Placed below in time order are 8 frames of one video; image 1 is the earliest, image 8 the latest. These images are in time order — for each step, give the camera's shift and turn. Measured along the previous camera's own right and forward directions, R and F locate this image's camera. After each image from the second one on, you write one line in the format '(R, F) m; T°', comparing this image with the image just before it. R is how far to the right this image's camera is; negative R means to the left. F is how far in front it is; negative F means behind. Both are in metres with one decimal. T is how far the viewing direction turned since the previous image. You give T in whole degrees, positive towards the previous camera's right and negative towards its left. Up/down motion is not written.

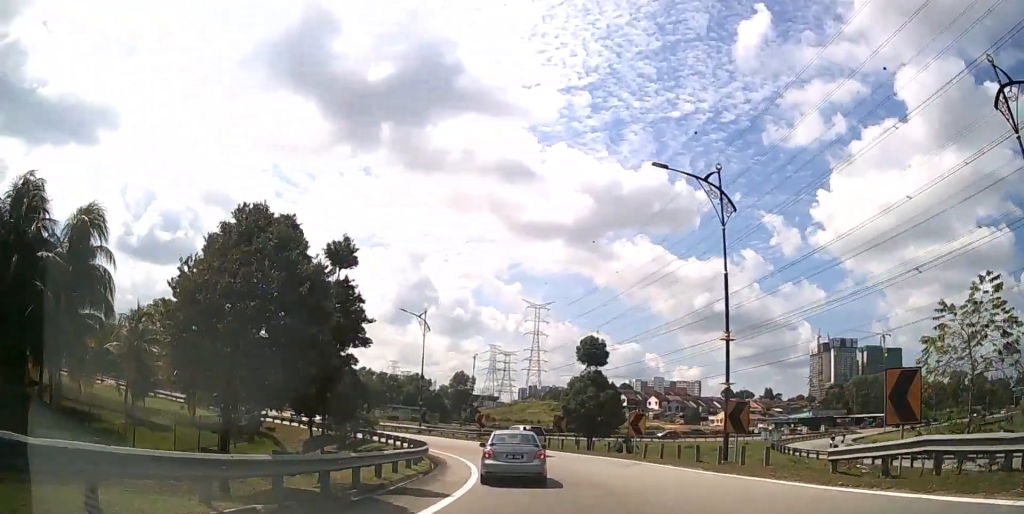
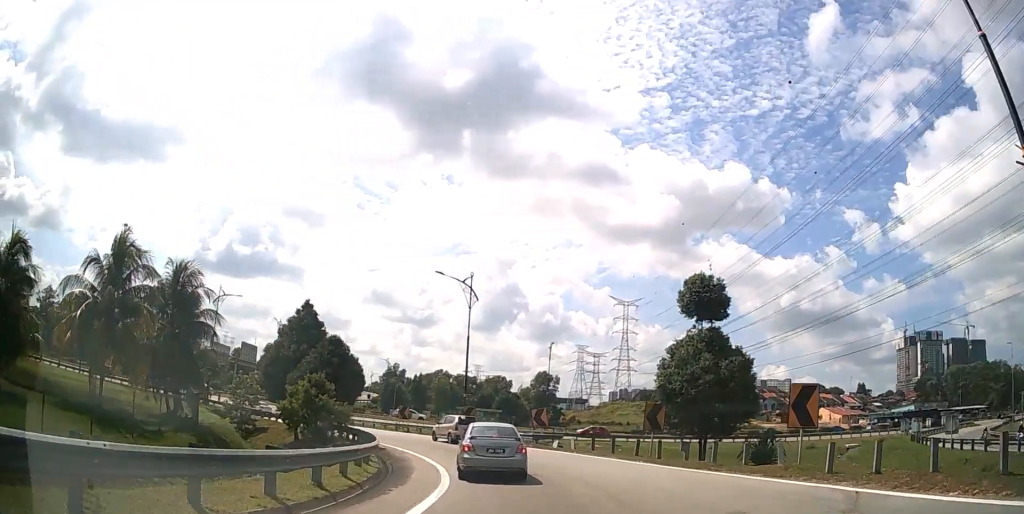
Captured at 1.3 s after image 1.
(-1.3, +15.4) m; -10°
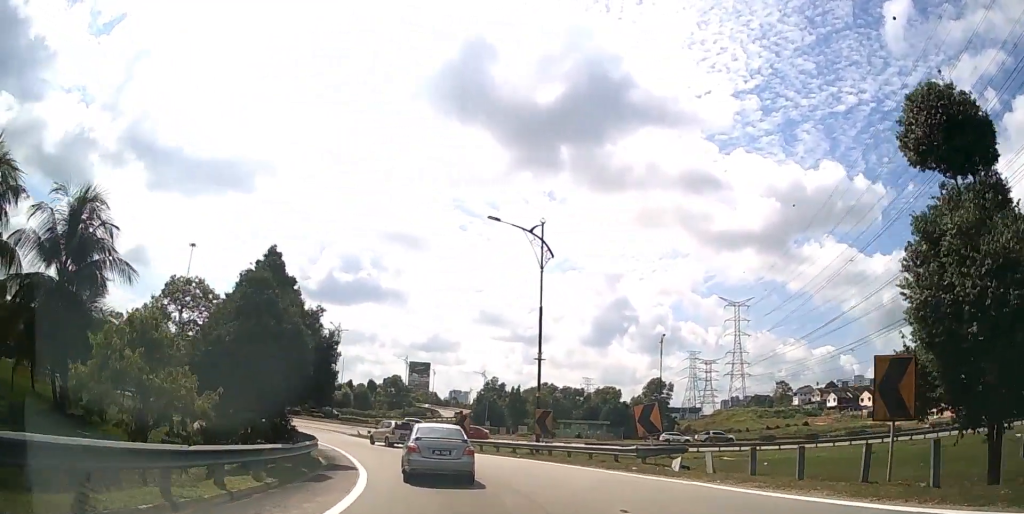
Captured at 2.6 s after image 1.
(-1.2, +14.4) m; -14°
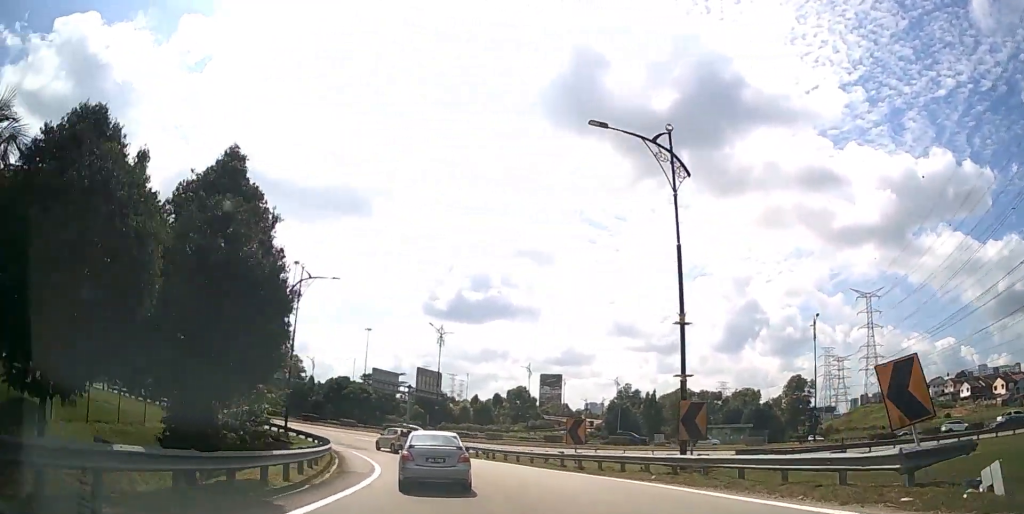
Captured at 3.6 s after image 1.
(-1.4, +11.2) m; -13°
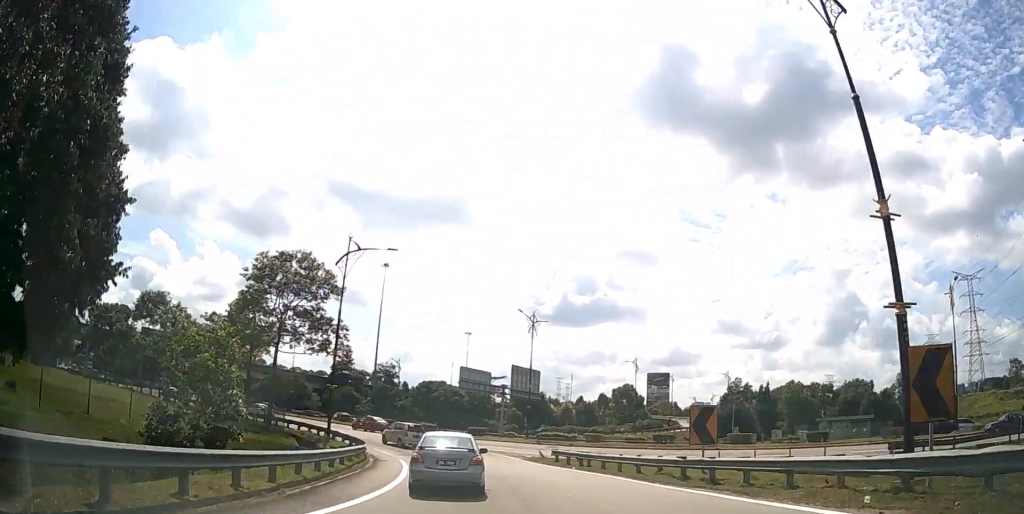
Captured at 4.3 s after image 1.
(-0.9, +8.8) m; -8°
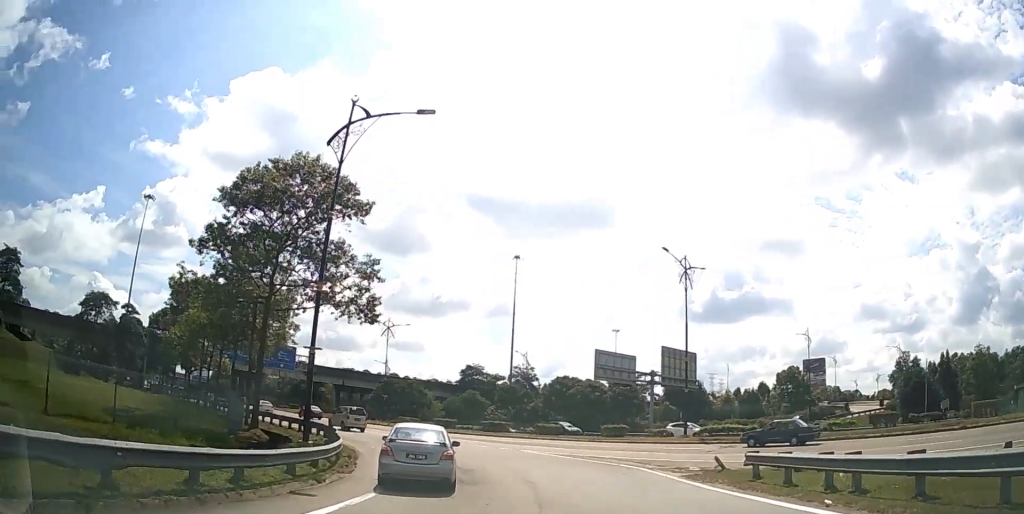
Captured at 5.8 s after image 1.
(-2.4, +17.8) m; -17°
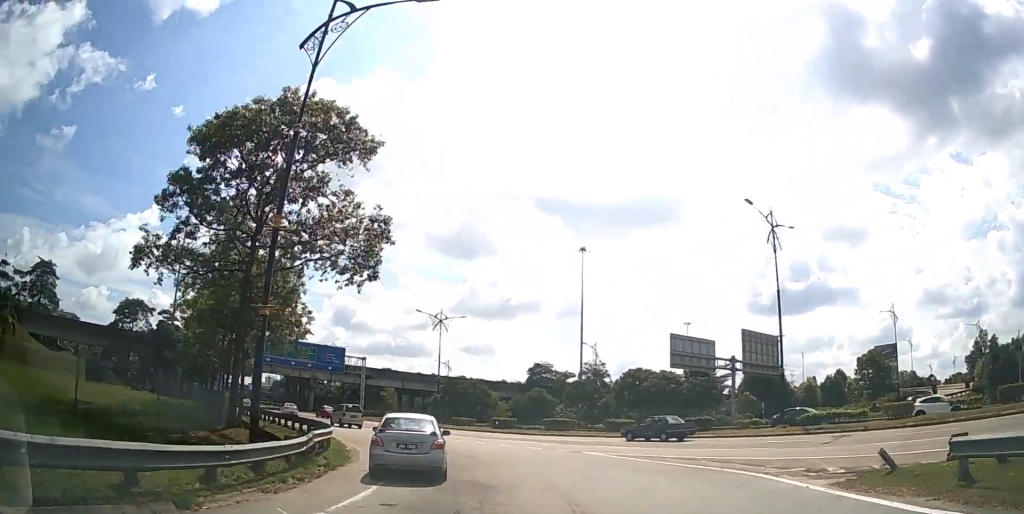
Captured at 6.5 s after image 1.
(-0.5, +6.8) m; -8°
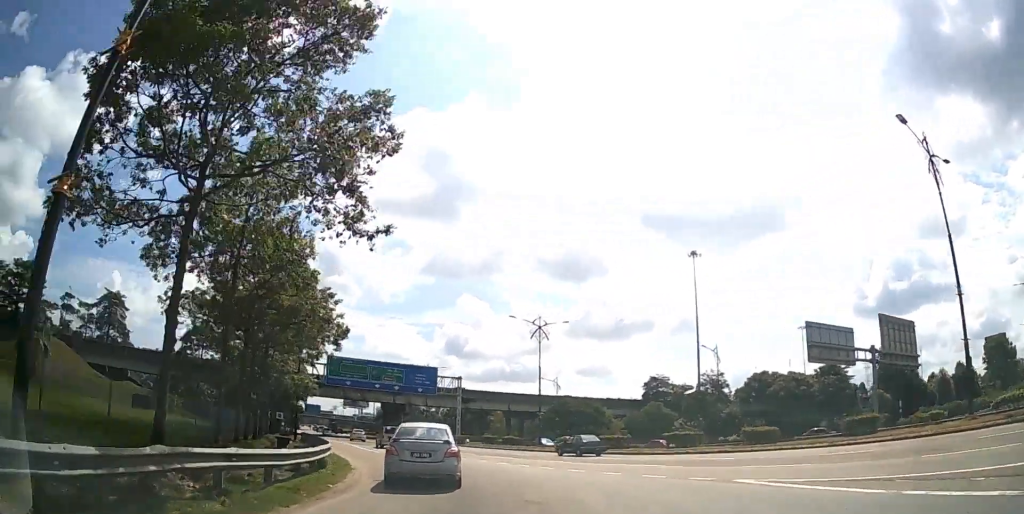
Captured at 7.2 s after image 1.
(-0.9, +8.8) m; -11°
